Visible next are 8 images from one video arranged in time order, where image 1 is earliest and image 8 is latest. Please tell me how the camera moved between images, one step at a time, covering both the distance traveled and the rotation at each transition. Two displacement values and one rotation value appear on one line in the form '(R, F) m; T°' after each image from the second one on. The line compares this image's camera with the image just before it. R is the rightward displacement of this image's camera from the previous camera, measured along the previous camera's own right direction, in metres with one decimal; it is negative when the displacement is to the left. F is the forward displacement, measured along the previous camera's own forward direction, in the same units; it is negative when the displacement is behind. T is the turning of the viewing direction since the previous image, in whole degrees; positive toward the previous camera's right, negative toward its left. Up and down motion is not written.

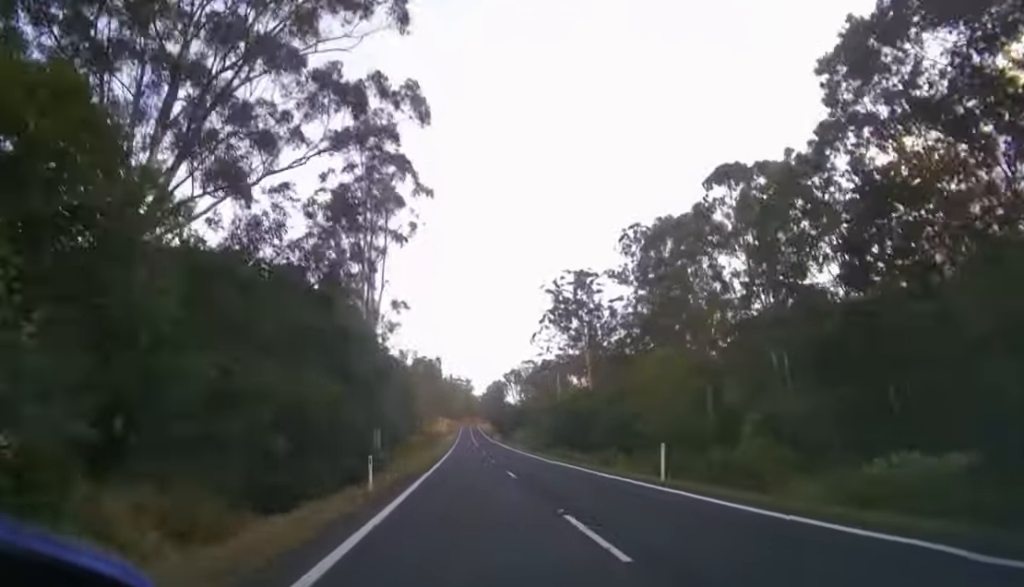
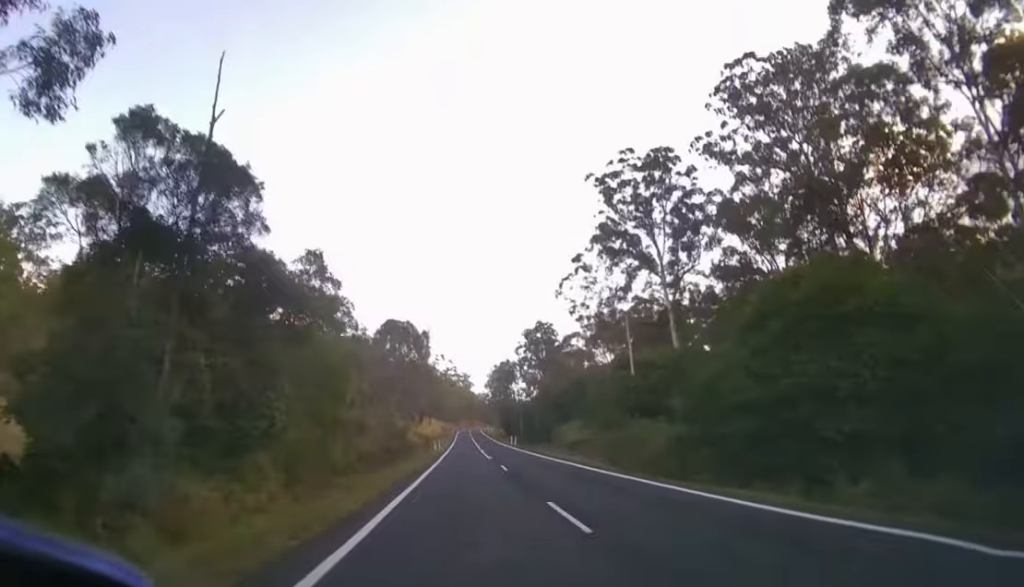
(0.0, +34.9) m; 0°
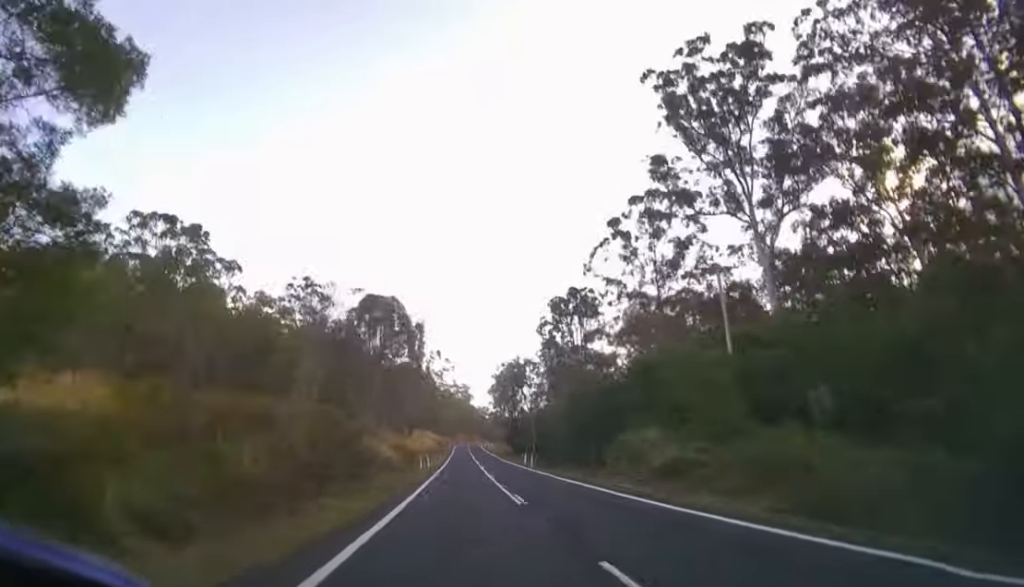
(0.0, +14.0) m; 0°
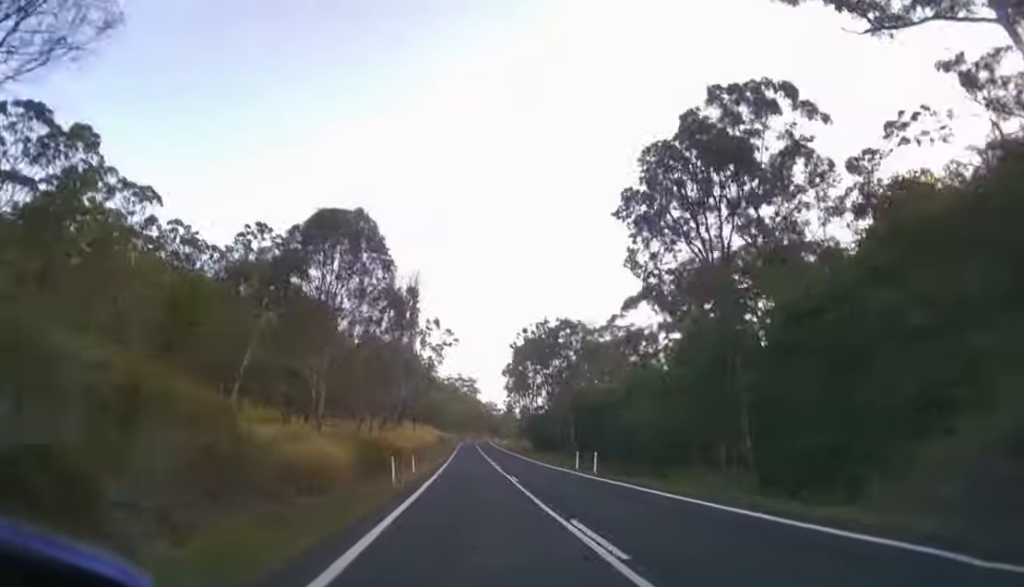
(0.0, +16.4) m; 0°
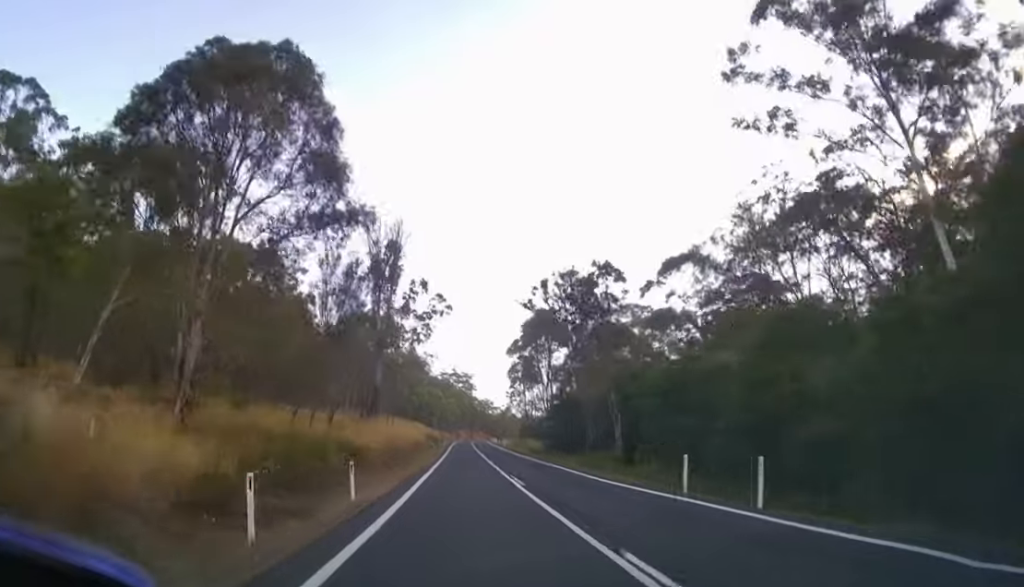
(0.0, +12.5) m; 0°
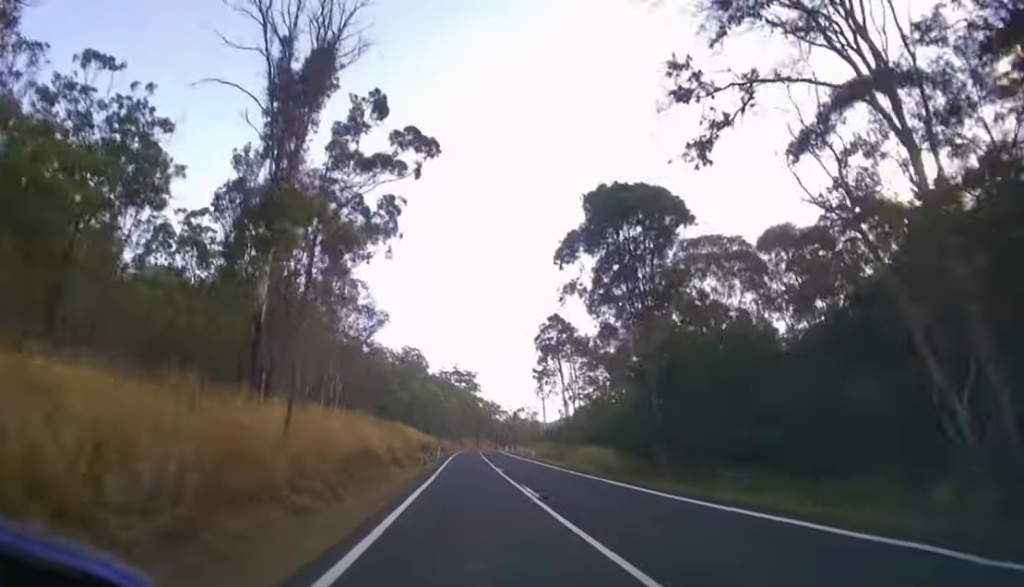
(0.0, +25.2) m; 0°
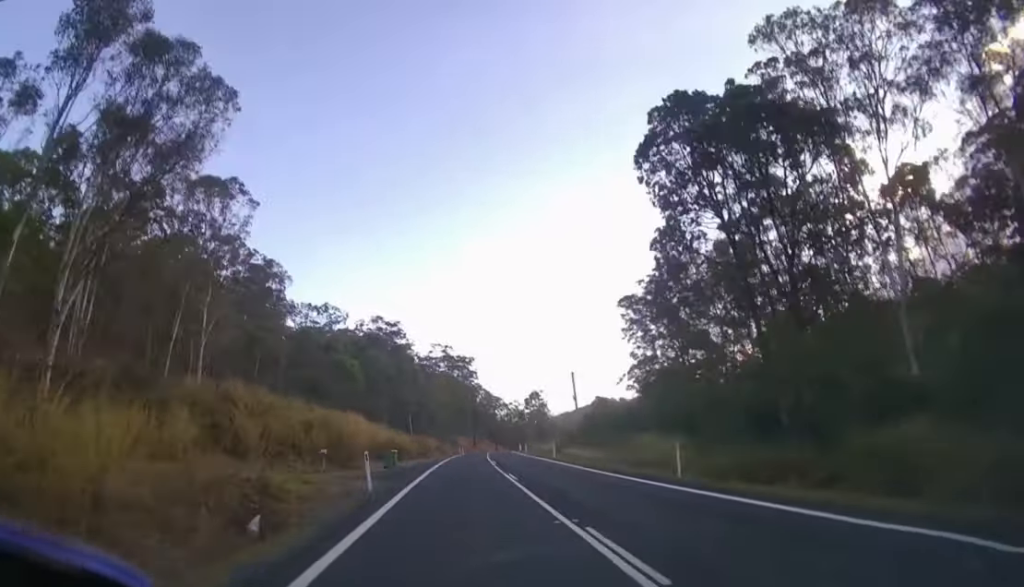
(0.0, +33.2) m; 0°
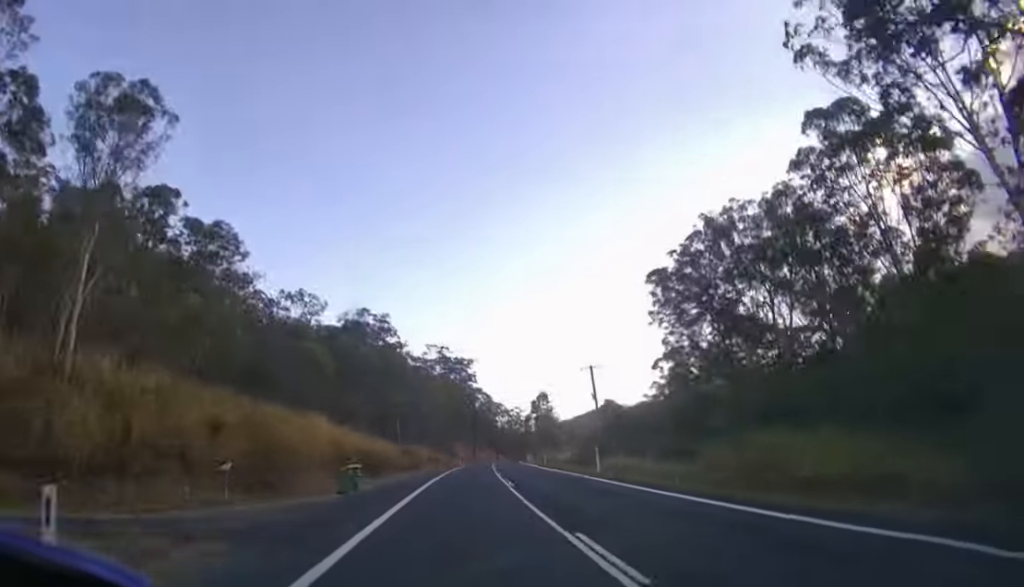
(+0.1, +11.3) m; 0°
